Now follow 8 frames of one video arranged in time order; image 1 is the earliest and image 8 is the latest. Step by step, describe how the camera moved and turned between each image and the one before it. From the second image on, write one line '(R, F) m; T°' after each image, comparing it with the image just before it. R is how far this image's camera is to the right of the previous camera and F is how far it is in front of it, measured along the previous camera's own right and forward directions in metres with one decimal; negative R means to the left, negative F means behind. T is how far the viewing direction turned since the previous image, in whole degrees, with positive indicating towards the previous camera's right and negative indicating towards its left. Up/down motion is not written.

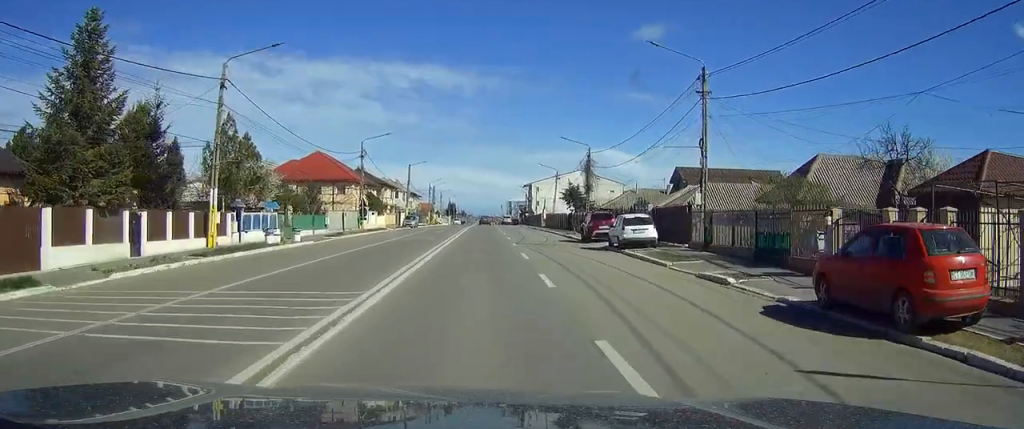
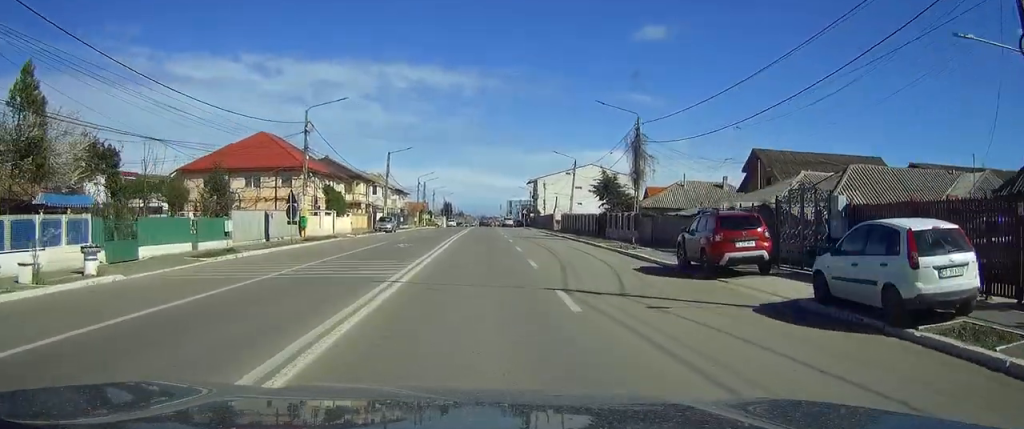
(-0.1, +21.1) m; 0°
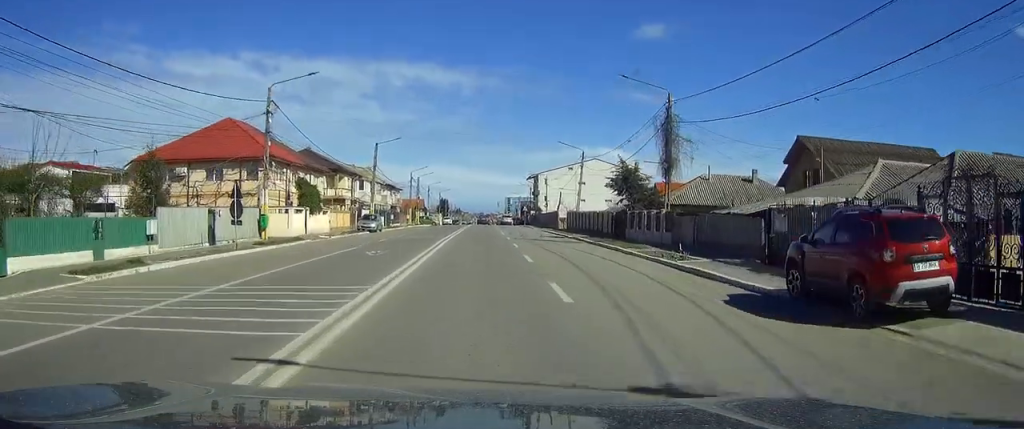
(0.0, +8.0) m; 0°
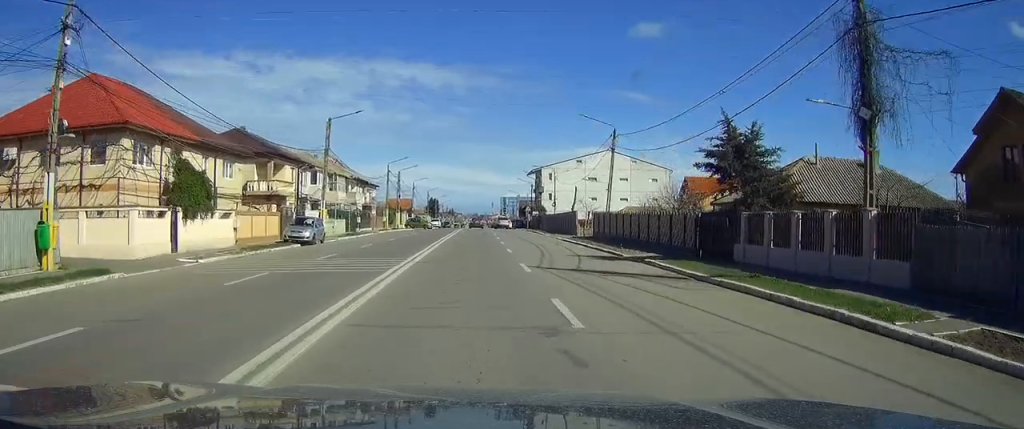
(+0.2, +20.3) m; 0°
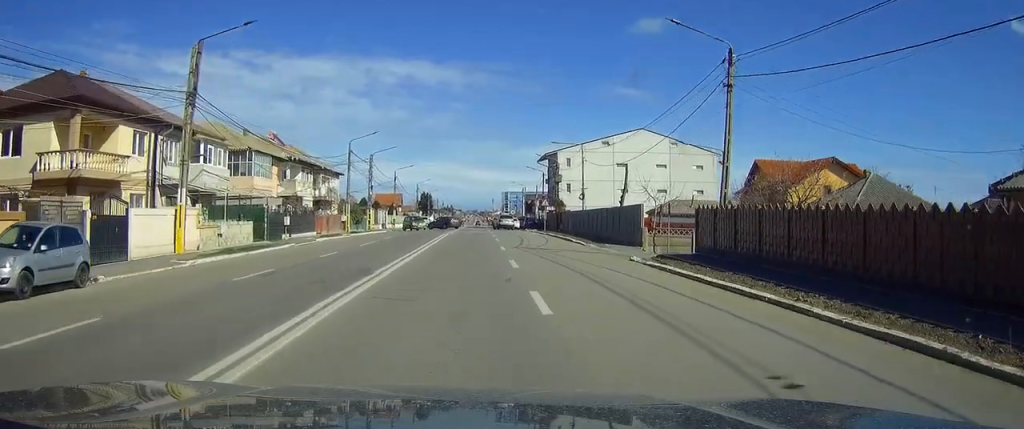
(-0.1, +25.3) m; 0°
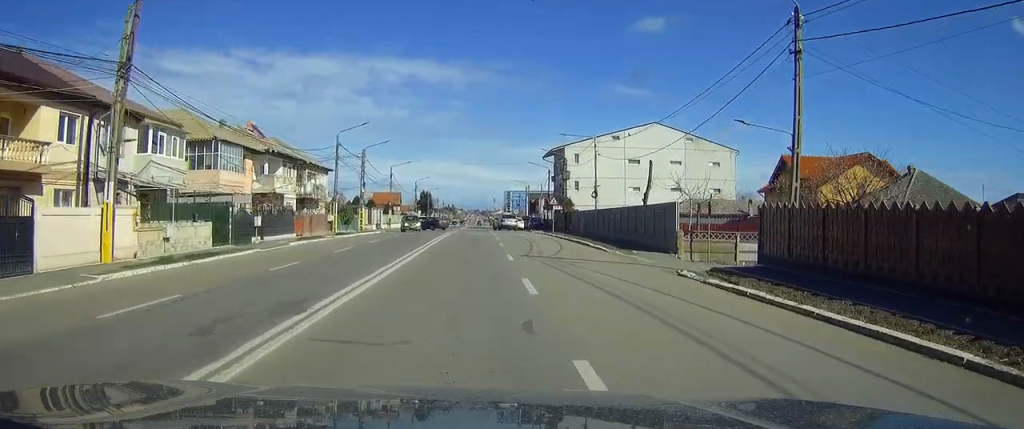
(0.0, +6.1) m; 0°
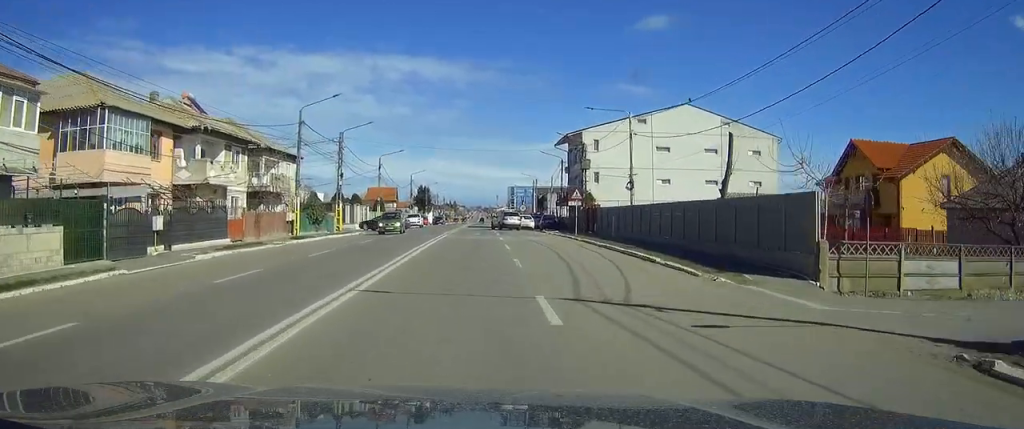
(0.0, +12.7) m; 0°
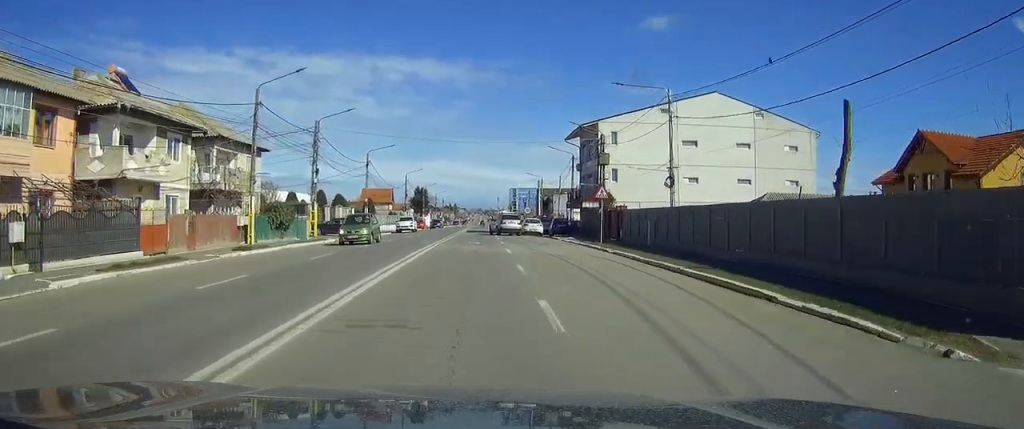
(-0.1, +9.3) m; 0°
